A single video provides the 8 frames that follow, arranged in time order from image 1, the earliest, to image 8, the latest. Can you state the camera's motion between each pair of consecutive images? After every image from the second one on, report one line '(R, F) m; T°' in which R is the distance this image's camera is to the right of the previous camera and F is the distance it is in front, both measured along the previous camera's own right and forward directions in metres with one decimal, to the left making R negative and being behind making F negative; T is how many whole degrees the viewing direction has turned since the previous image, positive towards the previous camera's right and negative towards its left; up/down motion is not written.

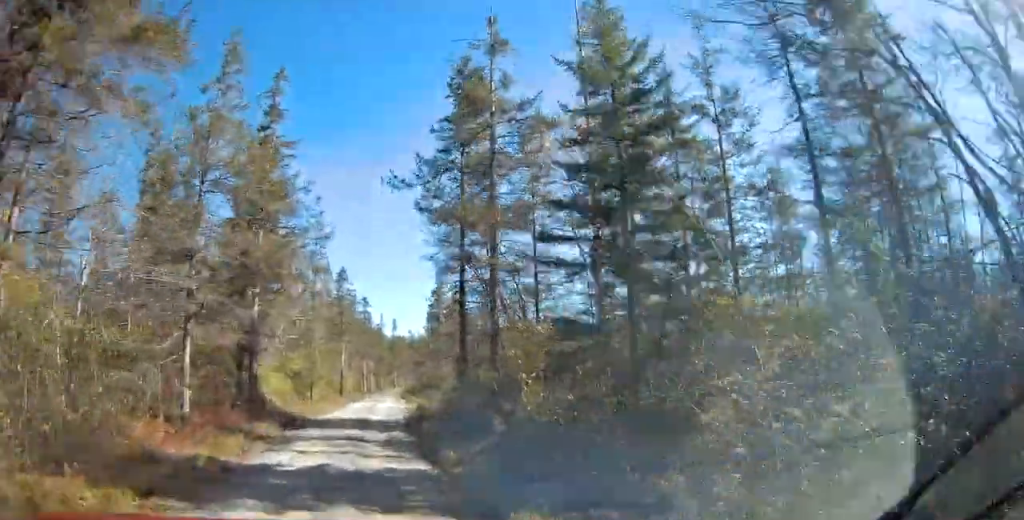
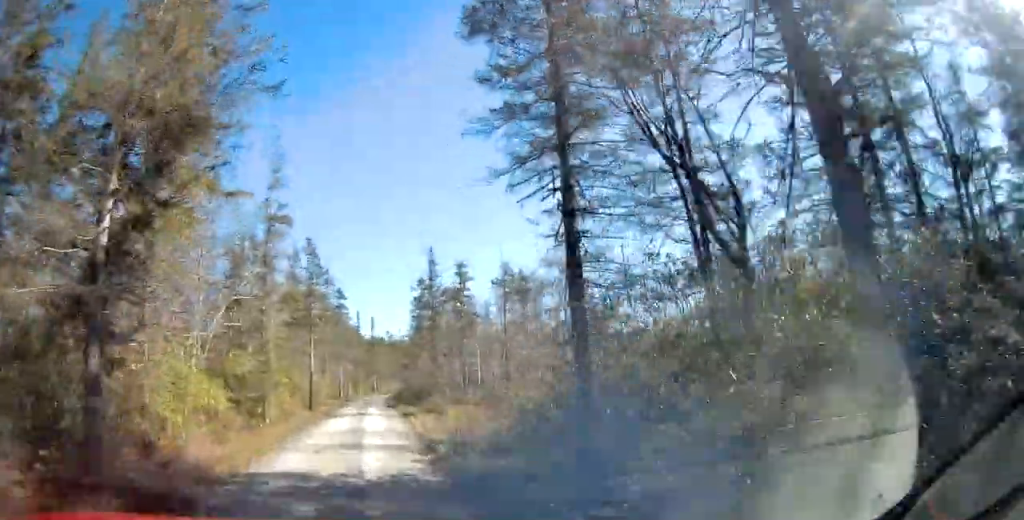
(0.0, +13.8) m; +2°
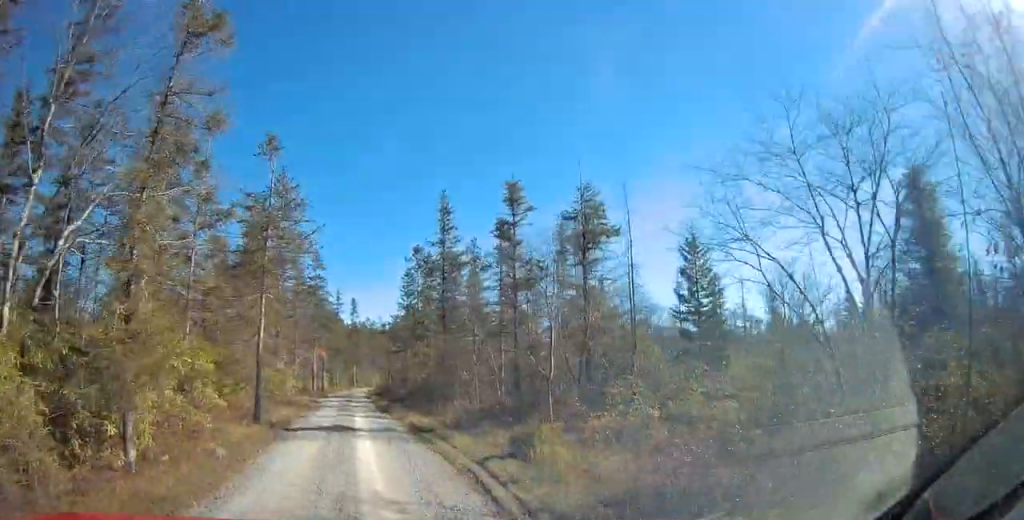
(+0.6, +14.6) m; +3°
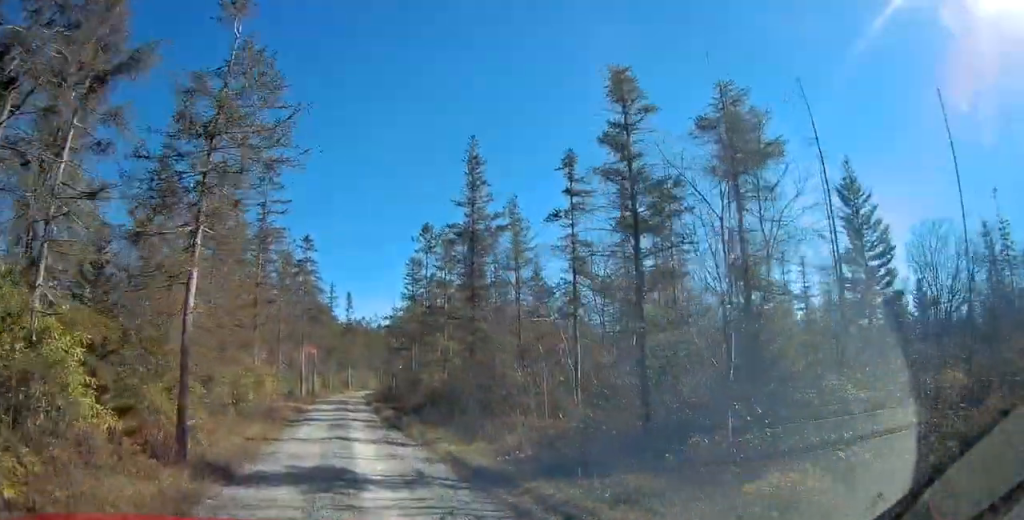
(-0.1, +9.8) m; -1°
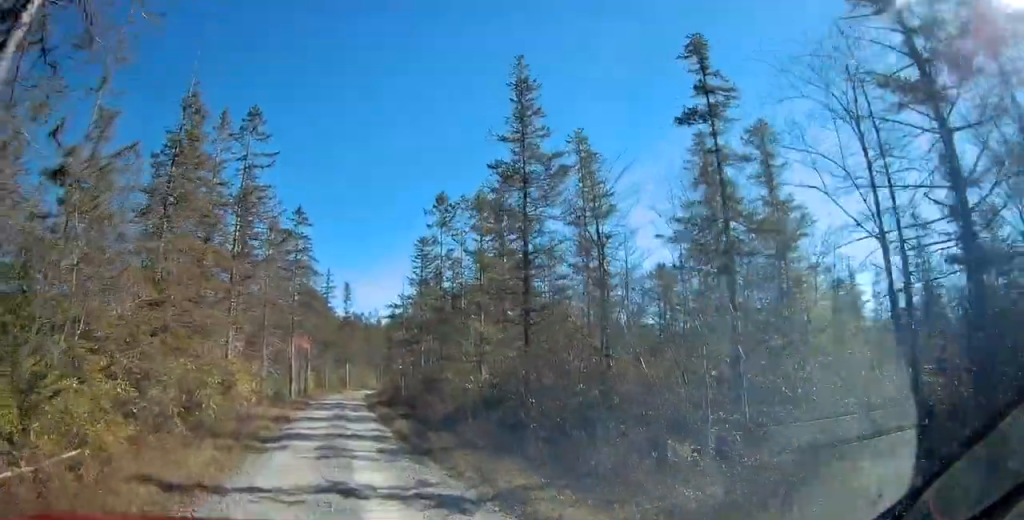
(-0.1, +8.5) m; 0°
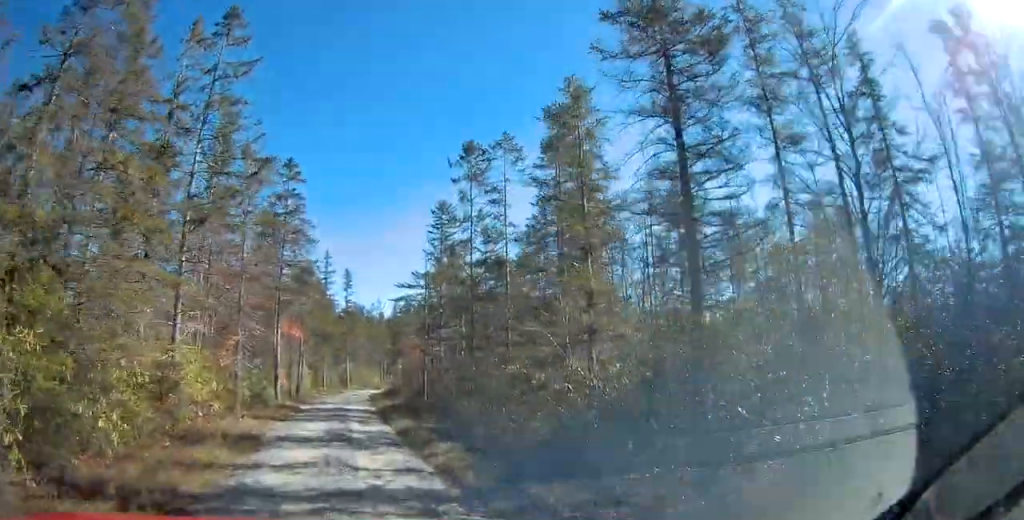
(+0.2, +10.0) m; +1°
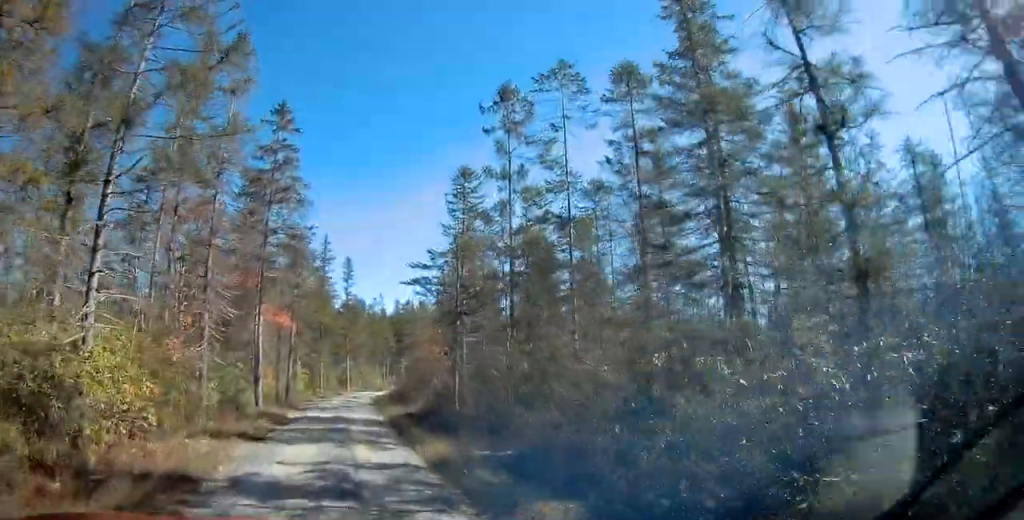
(0.0, +7.6) m; -1°
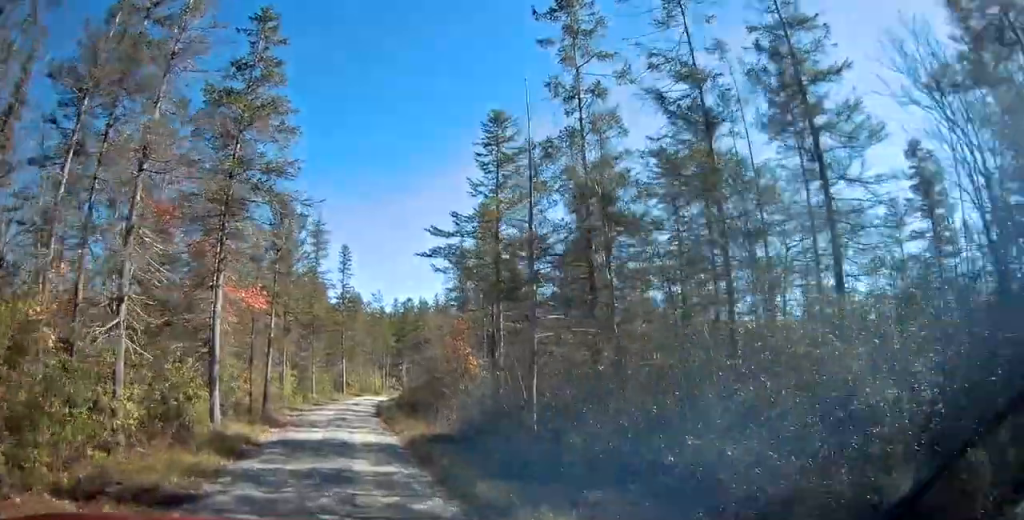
(-0.1, +8.3) m; 0°
